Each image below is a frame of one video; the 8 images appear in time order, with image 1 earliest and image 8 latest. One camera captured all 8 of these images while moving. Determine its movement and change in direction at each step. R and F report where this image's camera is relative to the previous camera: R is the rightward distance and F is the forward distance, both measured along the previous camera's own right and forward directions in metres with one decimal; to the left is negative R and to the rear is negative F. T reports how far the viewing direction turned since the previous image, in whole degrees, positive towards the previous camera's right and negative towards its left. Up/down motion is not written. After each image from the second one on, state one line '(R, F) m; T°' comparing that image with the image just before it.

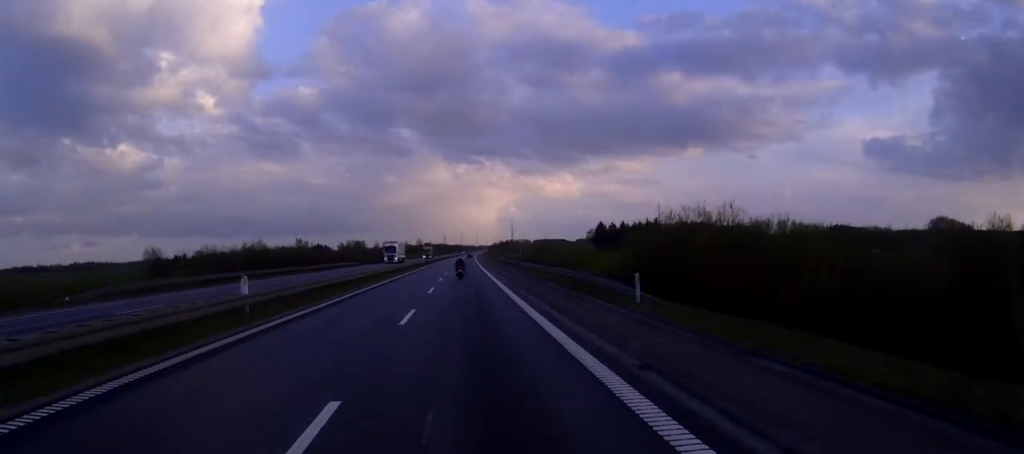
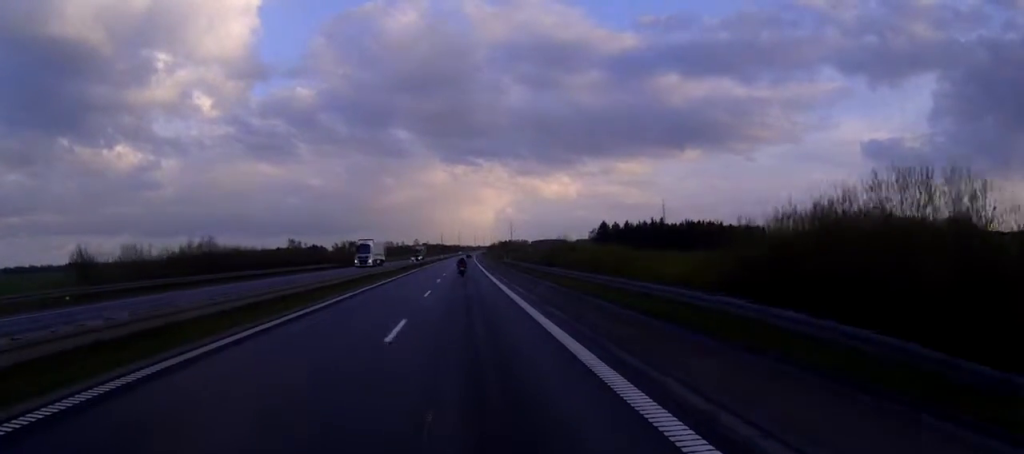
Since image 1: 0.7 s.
(+0.1, +18.5) m; 0°
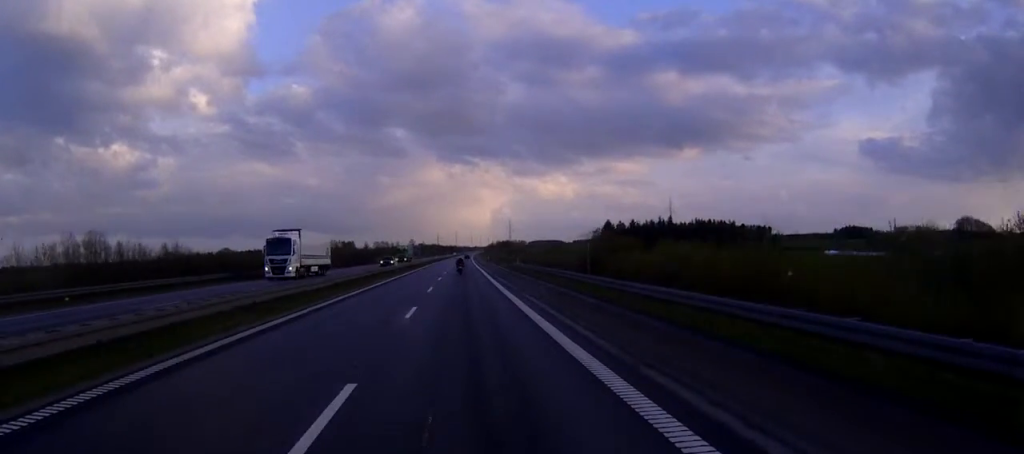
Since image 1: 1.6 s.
(0.0, +24.7) m; 0°
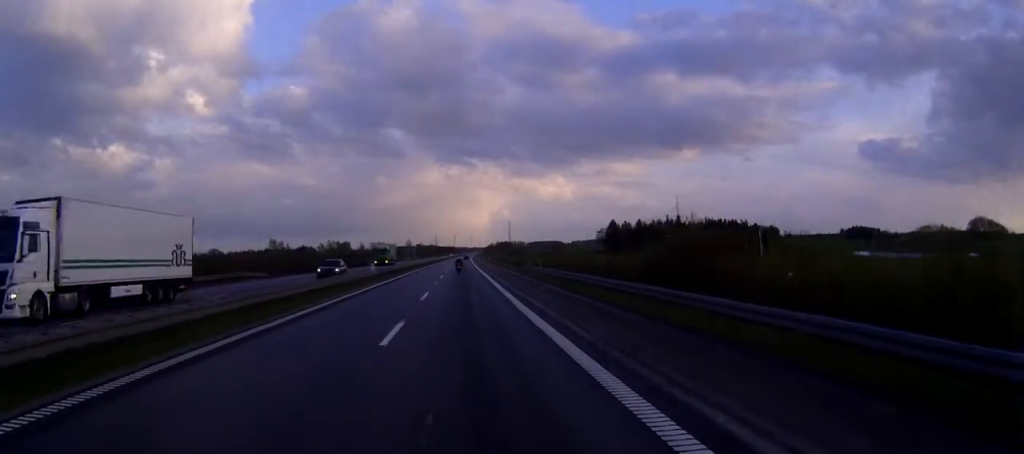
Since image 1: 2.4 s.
(0.0, +20.3) m; 0°
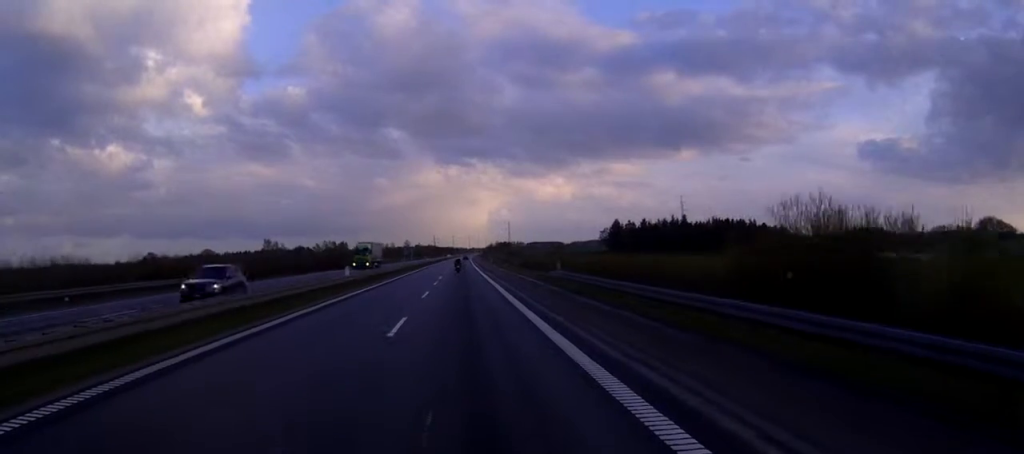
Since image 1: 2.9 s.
(0.0, +13.3) m; 0°
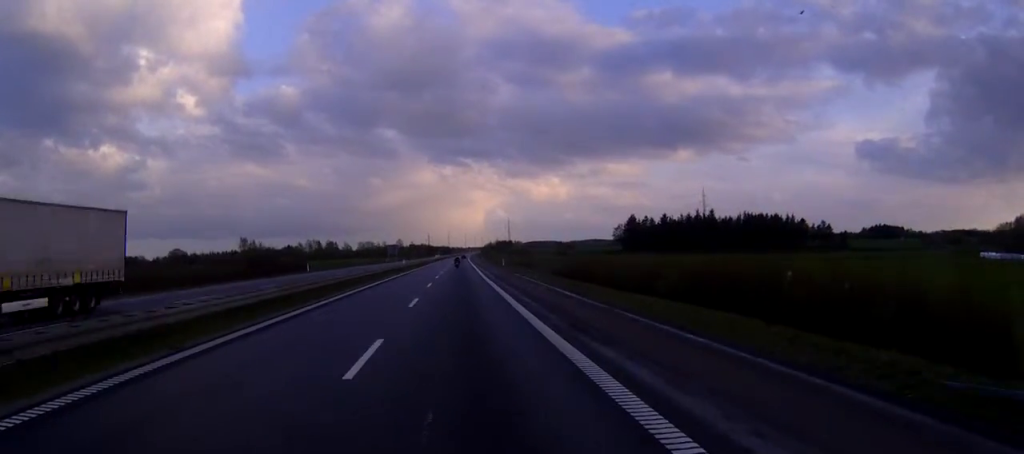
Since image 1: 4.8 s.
(+0.2, +50.4) m; 0°
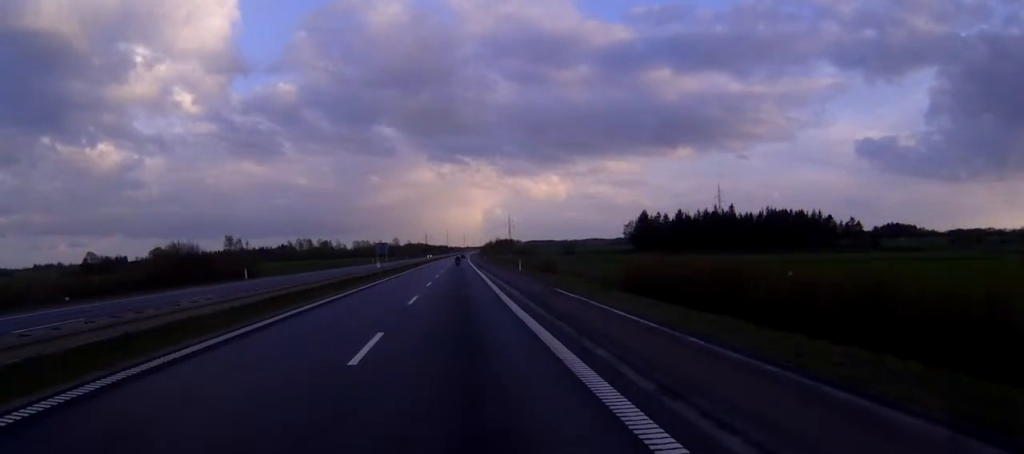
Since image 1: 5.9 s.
(+0.1, +28.3) m; 0°
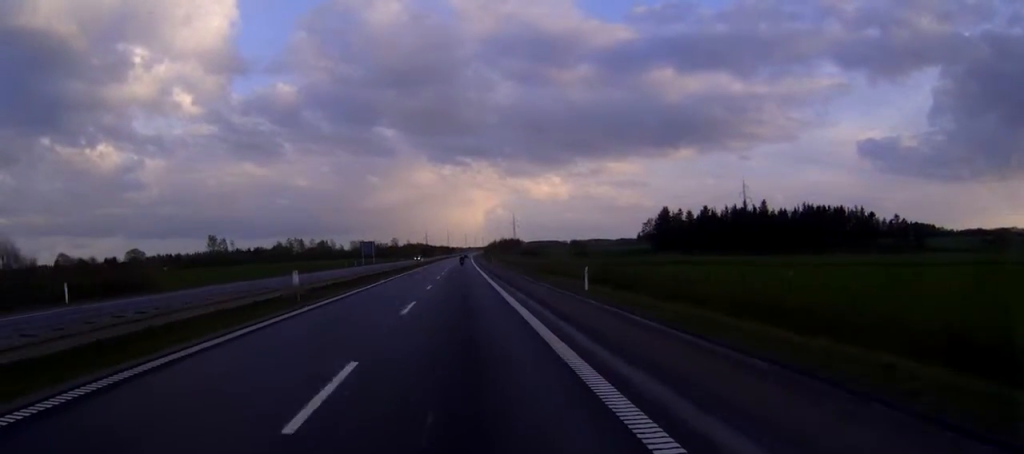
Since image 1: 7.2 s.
(0.0, +34.6) m; 0°
